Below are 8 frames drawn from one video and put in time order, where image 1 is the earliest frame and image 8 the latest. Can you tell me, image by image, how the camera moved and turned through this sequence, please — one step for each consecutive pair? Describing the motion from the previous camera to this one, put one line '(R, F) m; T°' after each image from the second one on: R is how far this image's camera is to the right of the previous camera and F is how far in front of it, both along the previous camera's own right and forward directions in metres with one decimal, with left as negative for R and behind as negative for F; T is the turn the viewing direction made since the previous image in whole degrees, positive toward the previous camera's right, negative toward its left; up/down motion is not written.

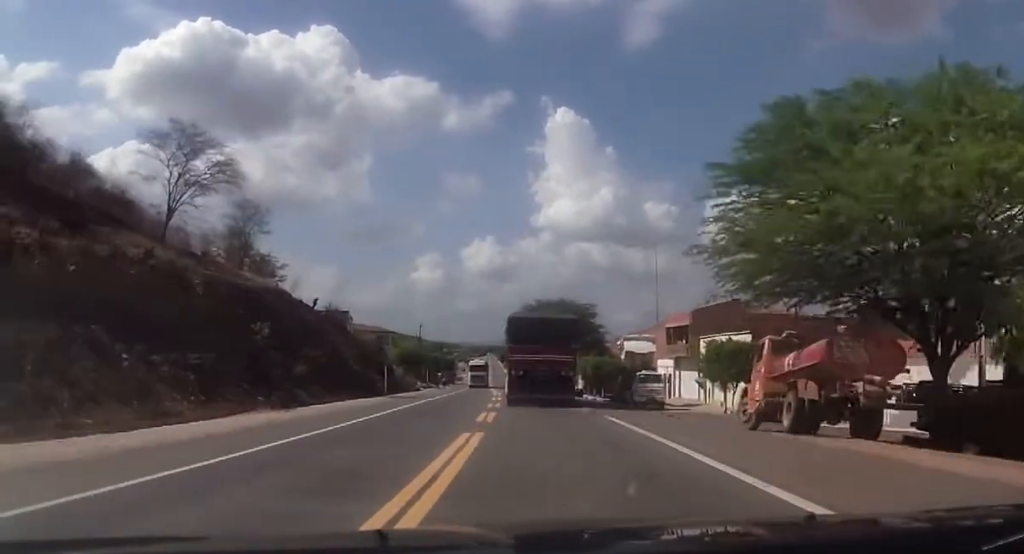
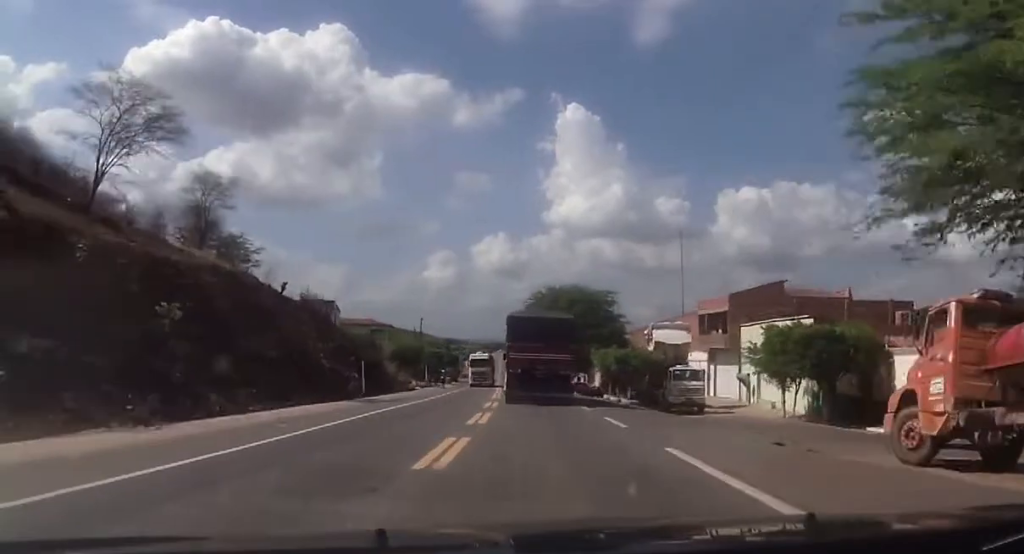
(-0.2, +10.4) m; -2°
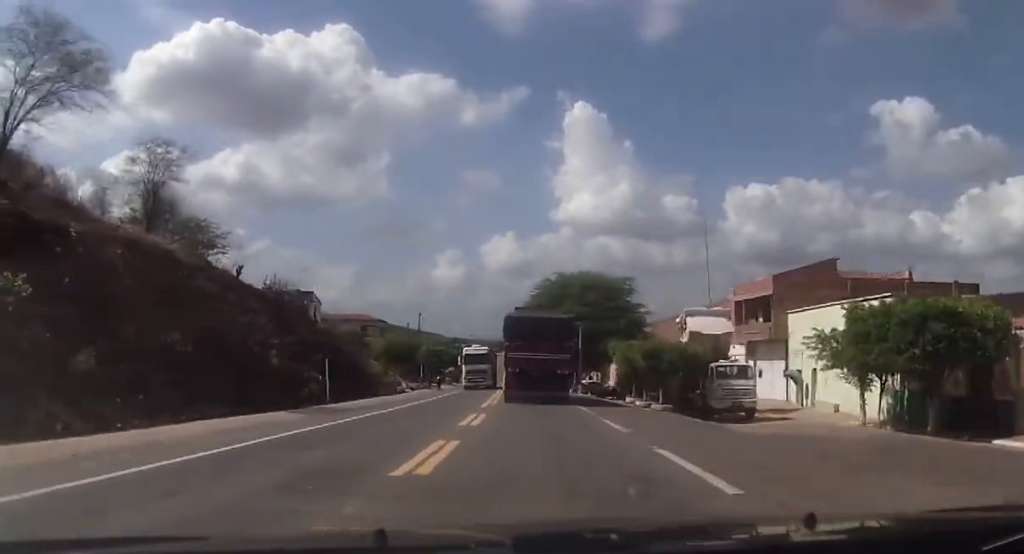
(0.0, +9.3) m; -2°
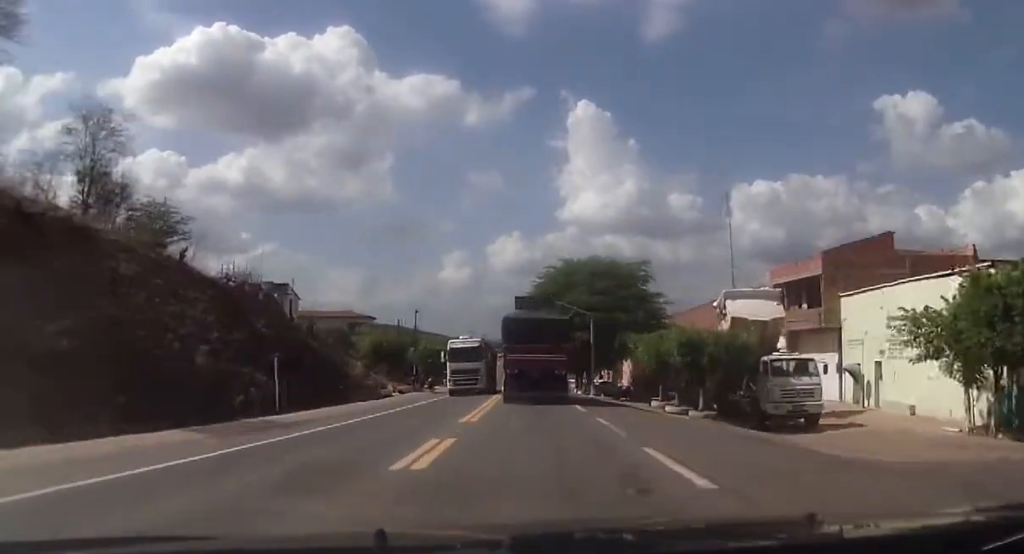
(-0.3, +7.9) m; 0°
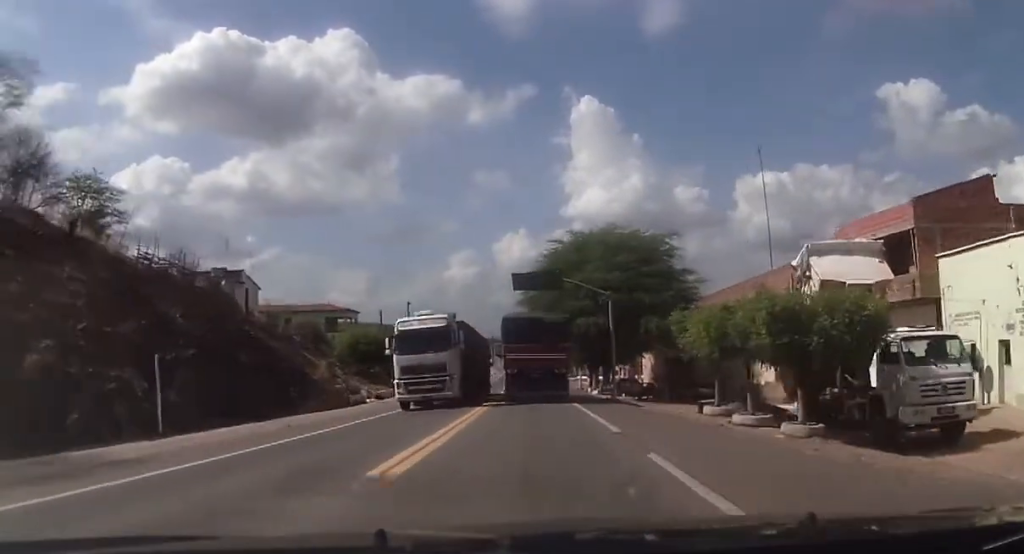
(-0.1, +10.1) m; 0°
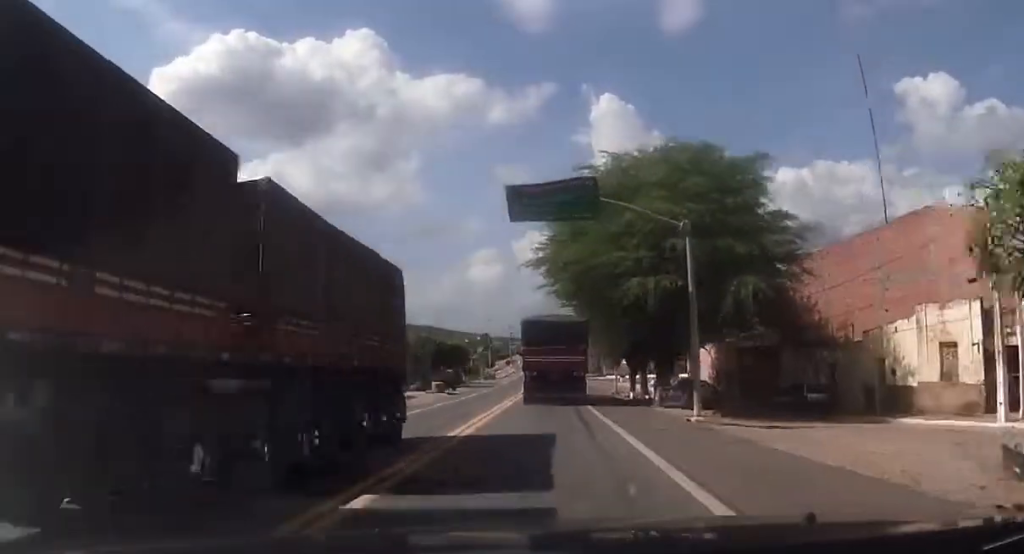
(-0.2, +17.2) m; -2°
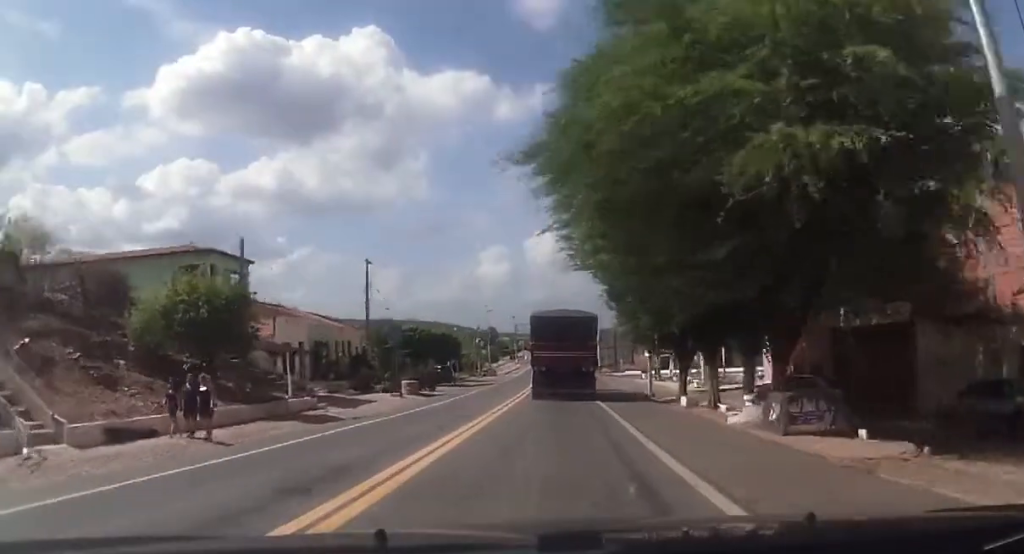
(-0.1, +14.7) m; 0°
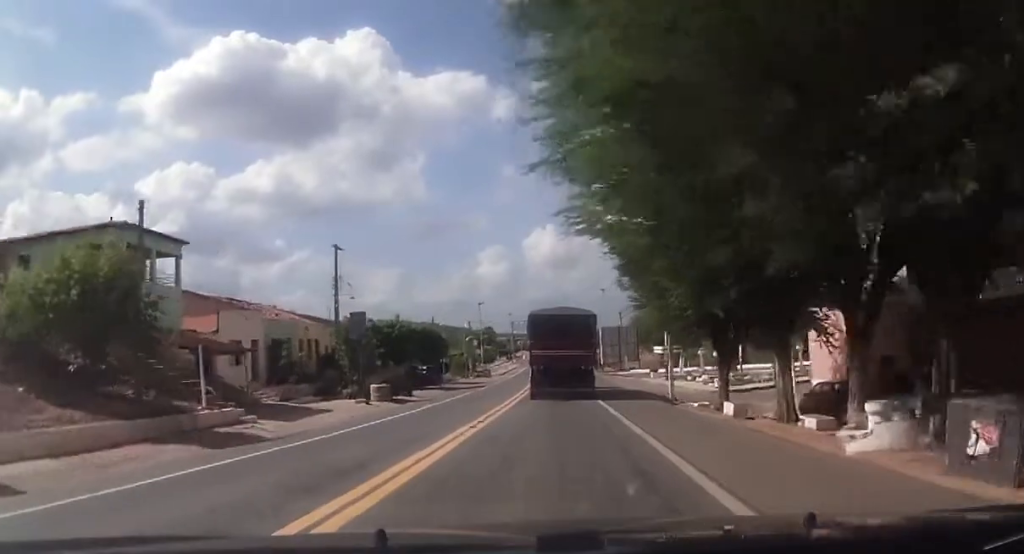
(0.0, +7.4) m; 0°
